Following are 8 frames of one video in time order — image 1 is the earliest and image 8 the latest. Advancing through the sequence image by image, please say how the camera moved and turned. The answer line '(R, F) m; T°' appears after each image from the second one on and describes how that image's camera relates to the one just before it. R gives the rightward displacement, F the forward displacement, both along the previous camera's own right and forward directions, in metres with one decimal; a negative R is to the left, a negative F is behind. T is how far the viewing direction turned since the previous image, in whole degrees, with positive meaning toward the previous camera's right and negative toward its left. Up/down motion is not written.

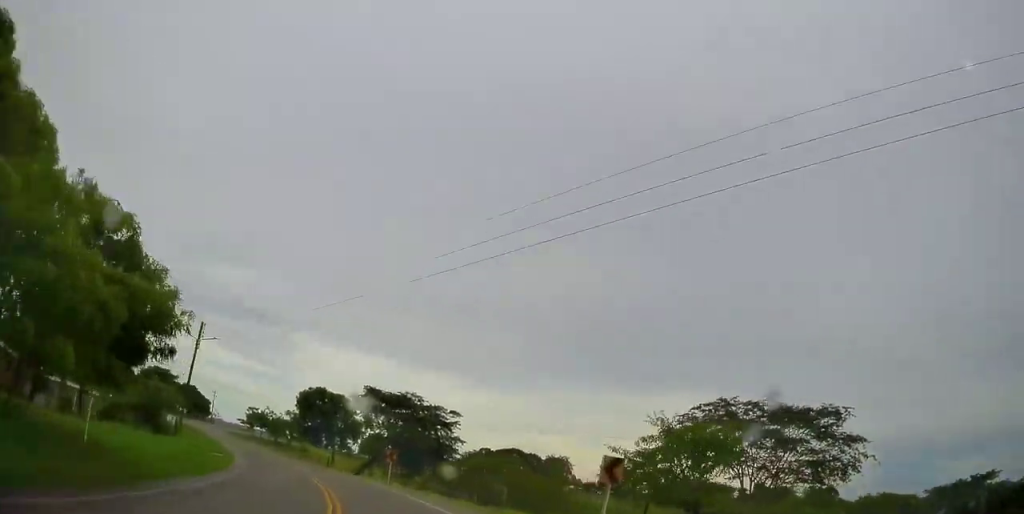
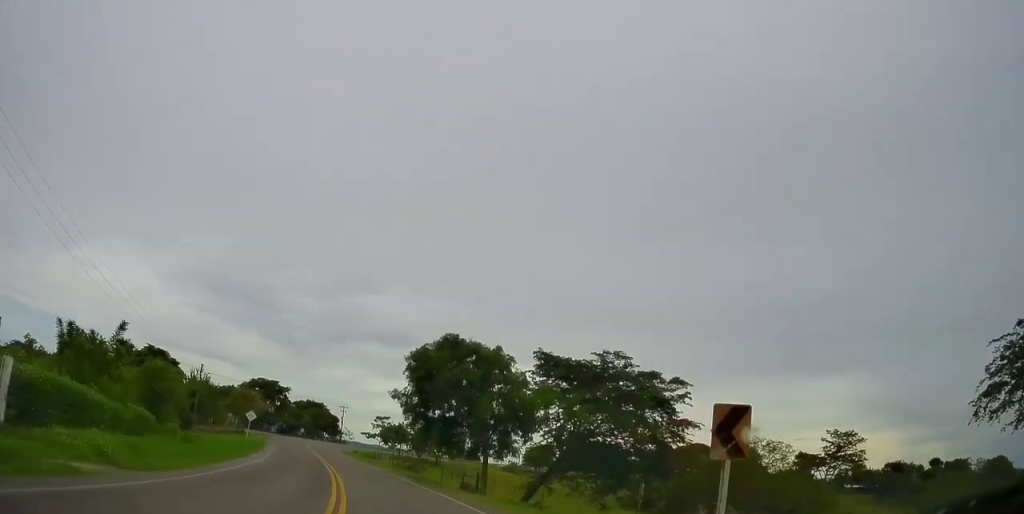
(-3.5, +28.6) m; -14°
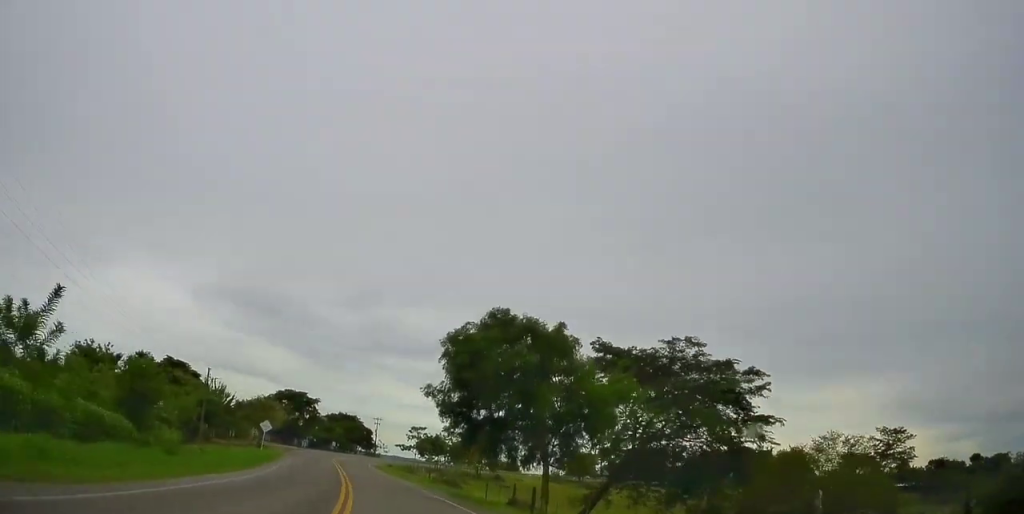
(-0.6, +6.6) m; -4°
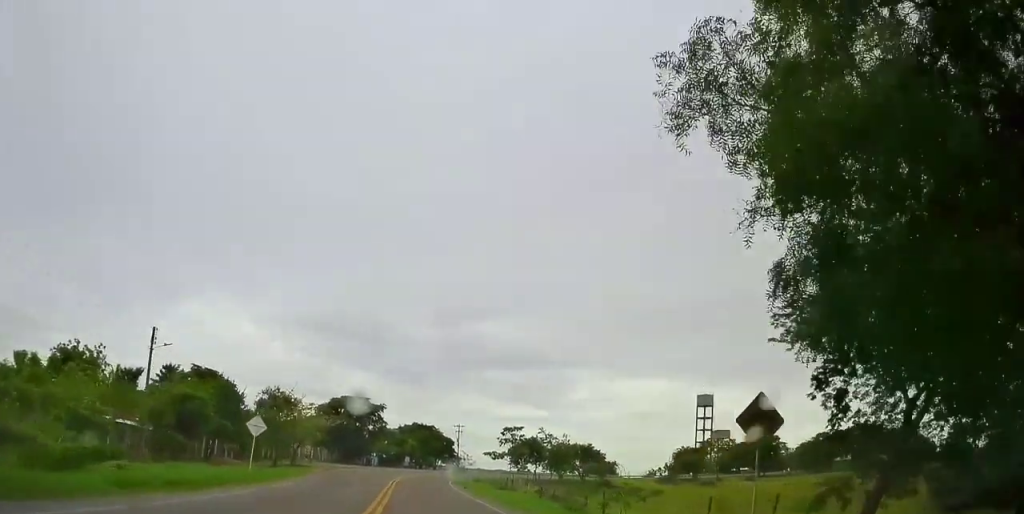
(-1.9, +20.7) m; -12°
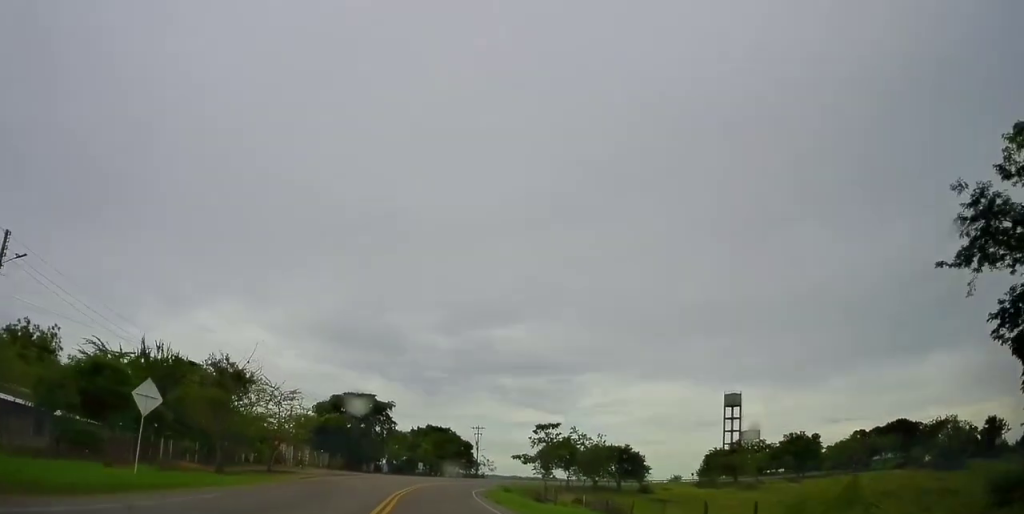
(-1.0, +11.6) m; -5°
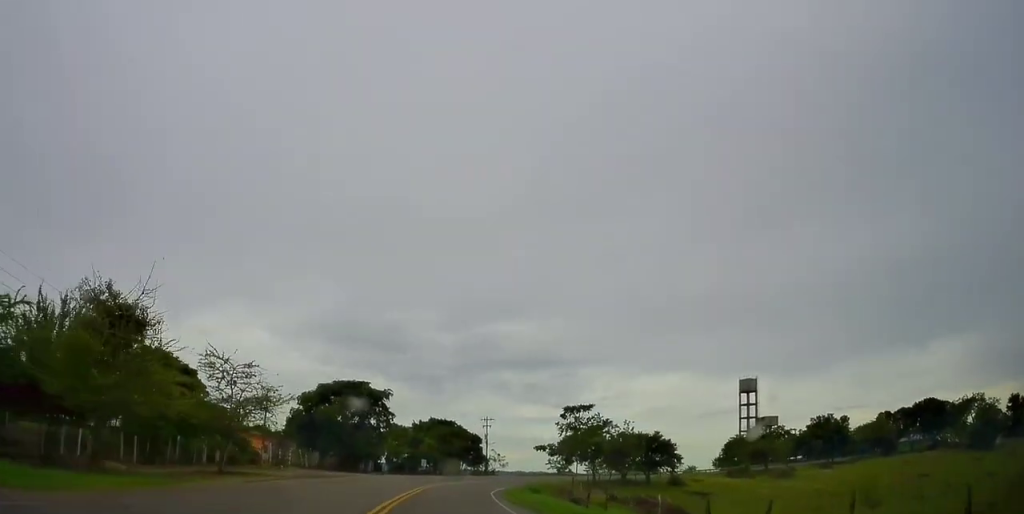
(-0.4, +10.6) m; -3°
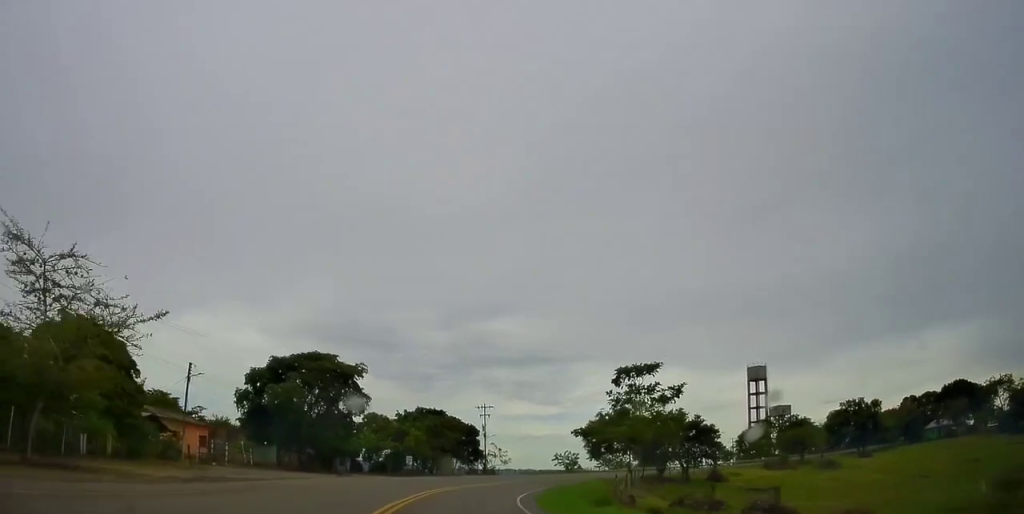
(-0.2, +16.1) m; -1°
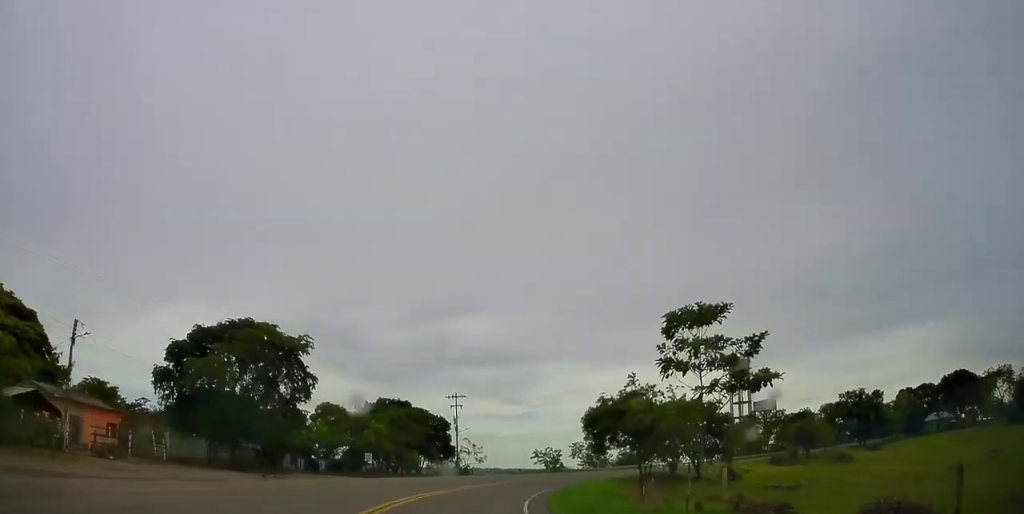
(-0.4, +11.2) m; 0°
